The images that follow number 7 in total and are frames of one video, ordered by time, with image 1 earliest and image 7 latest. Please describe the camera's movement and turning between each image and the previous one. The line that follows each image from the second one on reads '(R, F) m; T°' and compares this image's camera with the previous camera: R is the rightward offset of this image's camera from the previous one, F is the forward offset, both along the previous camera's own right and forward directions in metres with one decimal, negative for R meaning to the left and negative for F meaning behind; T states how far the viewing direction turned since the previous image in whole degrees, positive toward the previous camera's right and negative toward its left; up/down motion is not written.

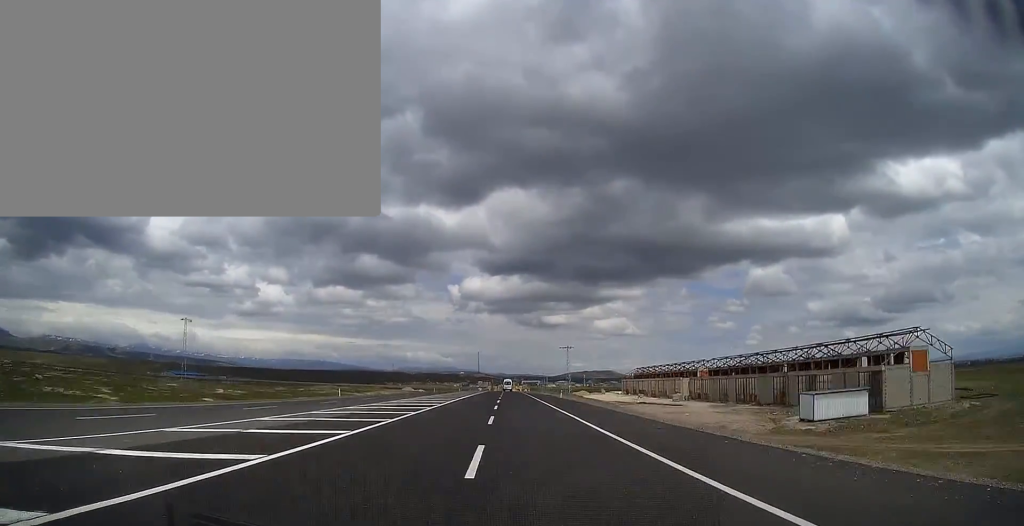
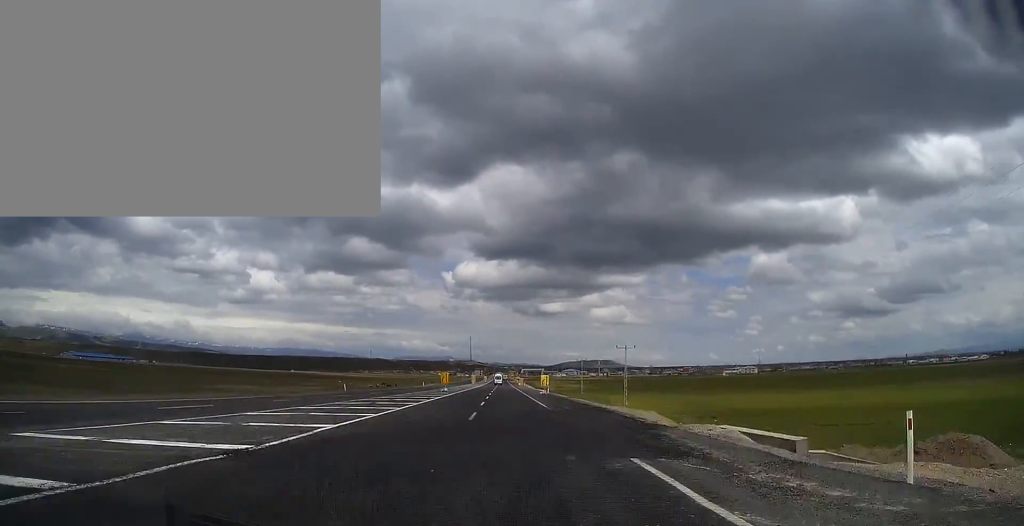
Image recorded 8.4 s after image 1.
(+0.5, +247.0) m; 0°
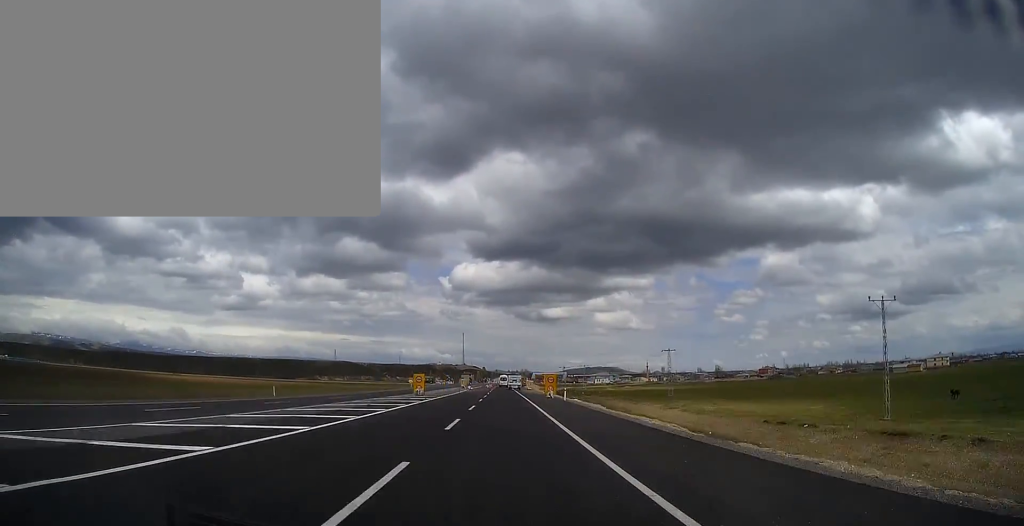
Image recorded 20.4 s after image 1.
(-0.6, +283.6) m; 0°
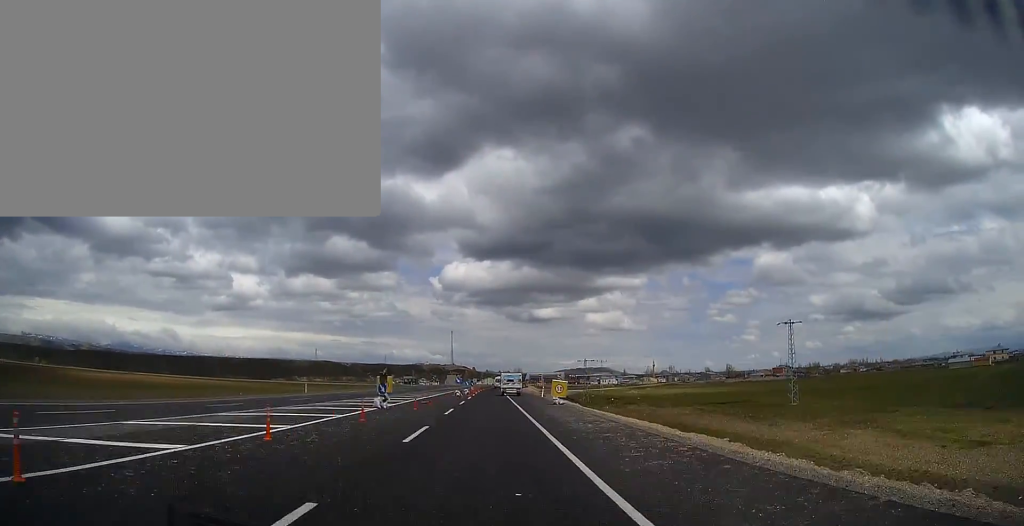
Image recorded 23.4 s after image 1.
(0.0, +62.2) m; 0°
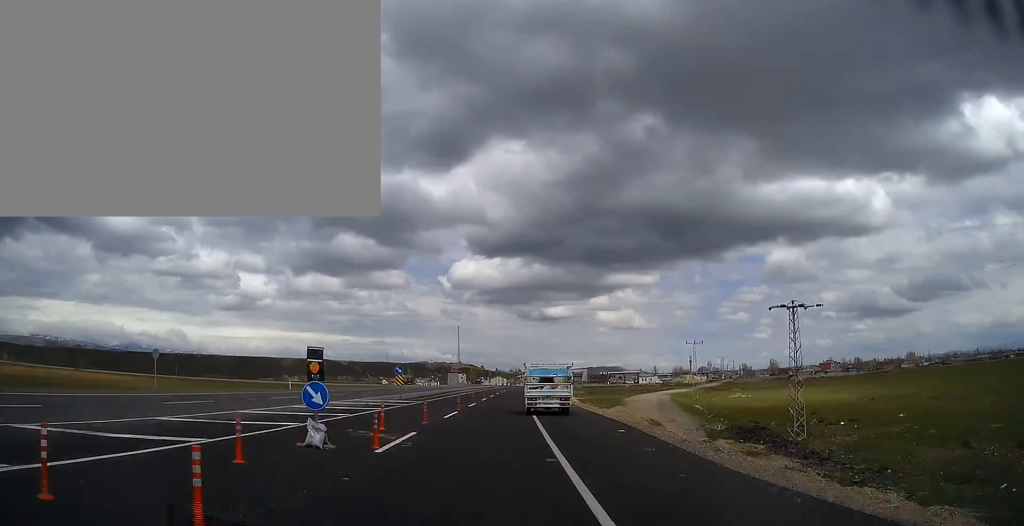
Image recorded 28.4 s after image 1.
(0.0, +96.9) m; +1°
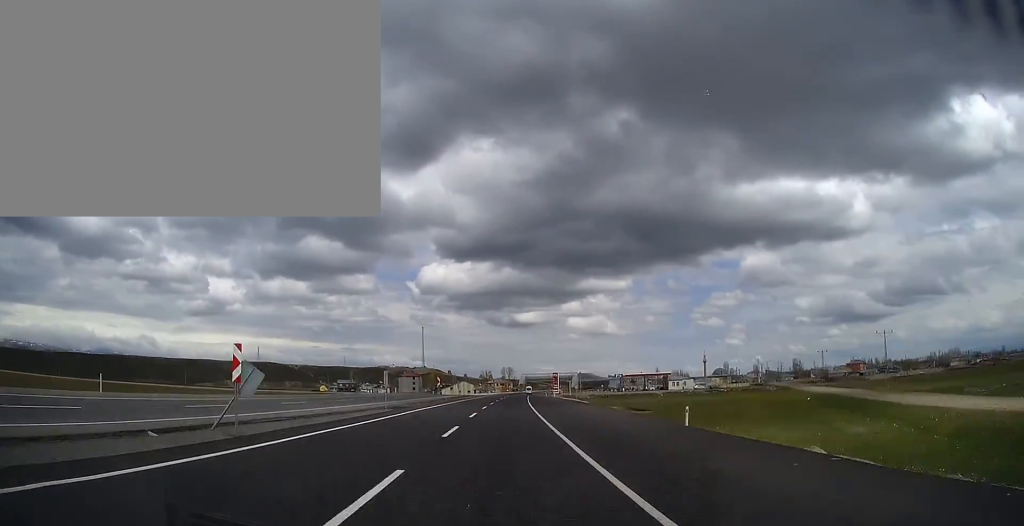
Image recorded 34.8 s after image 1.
(+2.0, +108.3) m; +3°
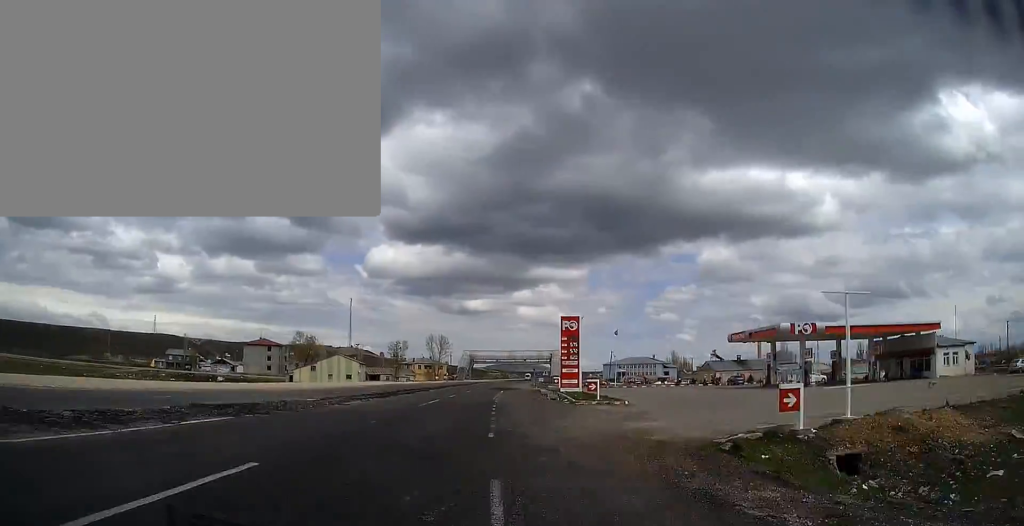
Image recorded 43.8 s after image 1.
(+8.6, +113.4) m; +11°
